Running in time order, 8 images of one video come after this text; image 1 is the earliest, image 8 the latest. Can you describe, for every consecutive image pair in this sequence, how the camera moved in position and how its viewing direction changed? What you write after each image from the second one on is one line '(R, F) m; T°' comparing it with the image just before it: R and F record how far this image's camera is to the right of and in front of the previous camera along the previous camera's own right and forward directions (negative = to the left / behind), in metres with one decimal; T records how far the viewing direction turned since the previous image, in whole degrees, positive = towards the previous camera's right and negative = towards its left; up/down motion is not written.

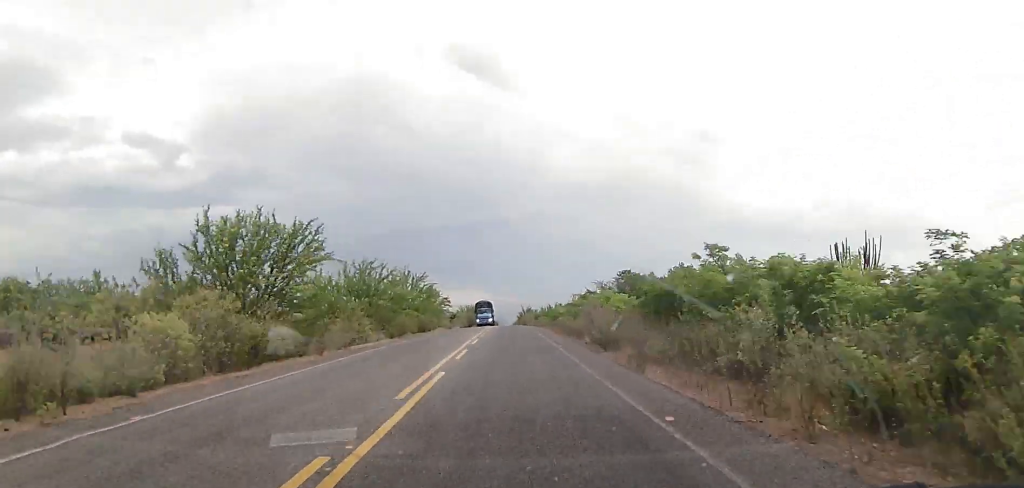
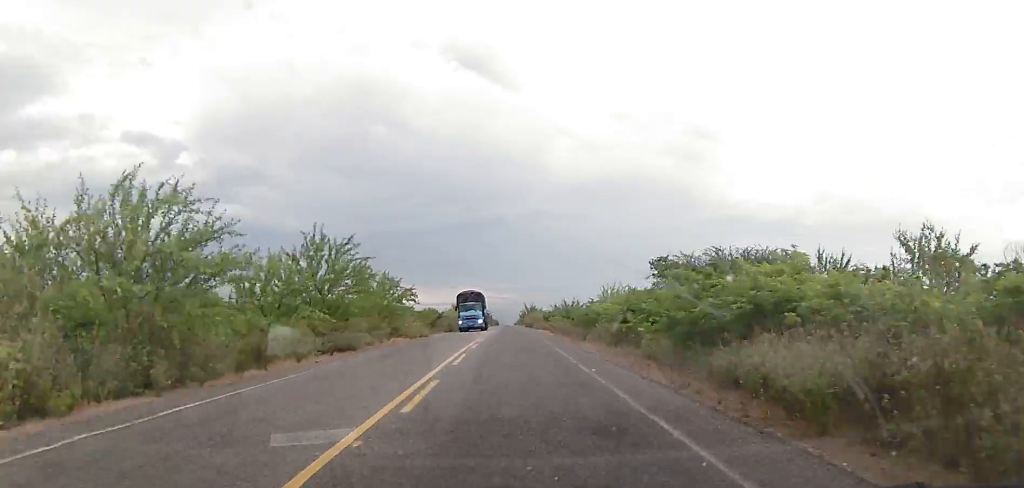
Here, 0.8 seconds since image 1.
(0.0, +24.3) m; 0°
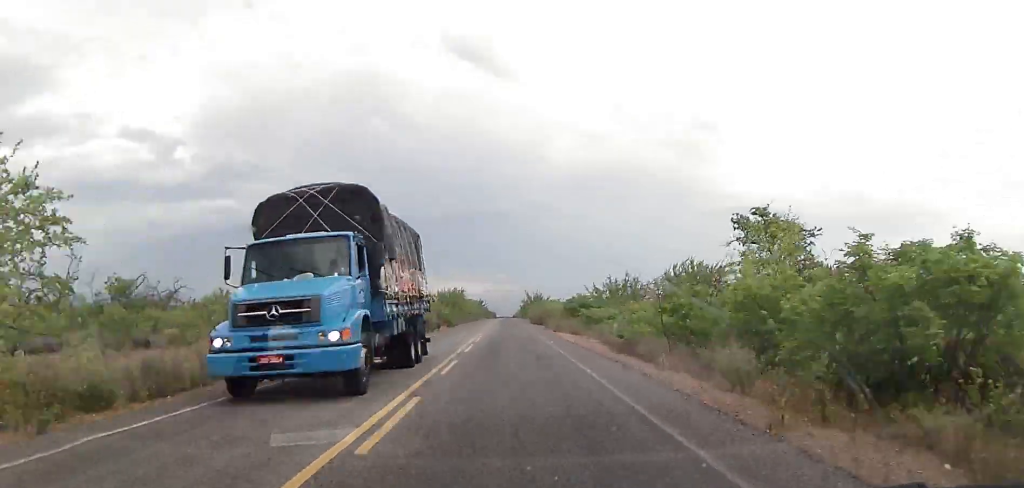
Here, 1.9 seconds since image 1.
(0.0, +33.4) m; 0°
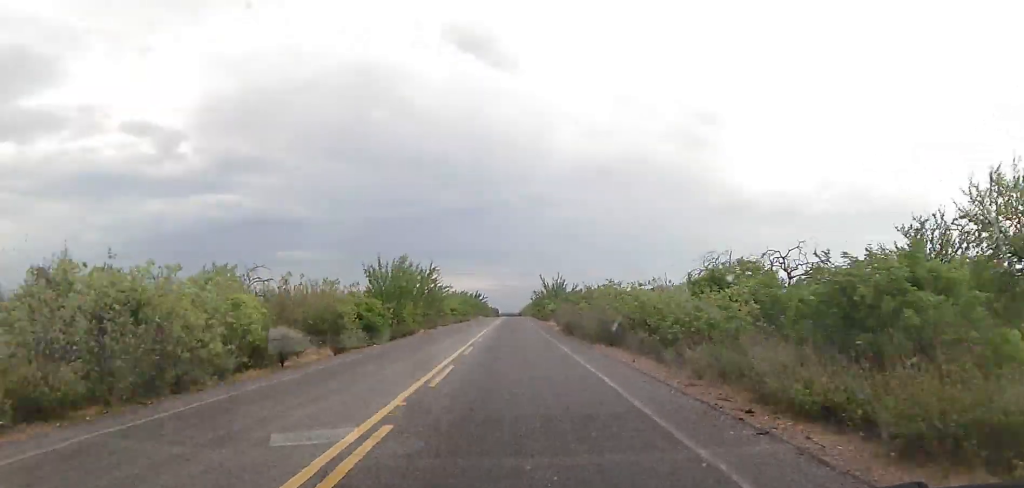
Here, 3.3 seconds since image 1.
(0.0, +41.5) m; 0°
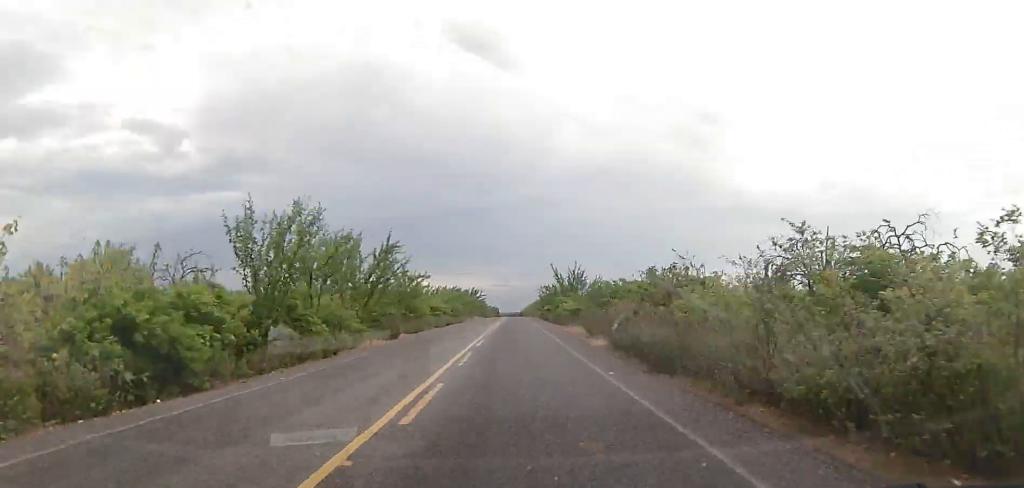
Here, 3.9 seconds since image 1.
(0.0, +19.2) m; 0°
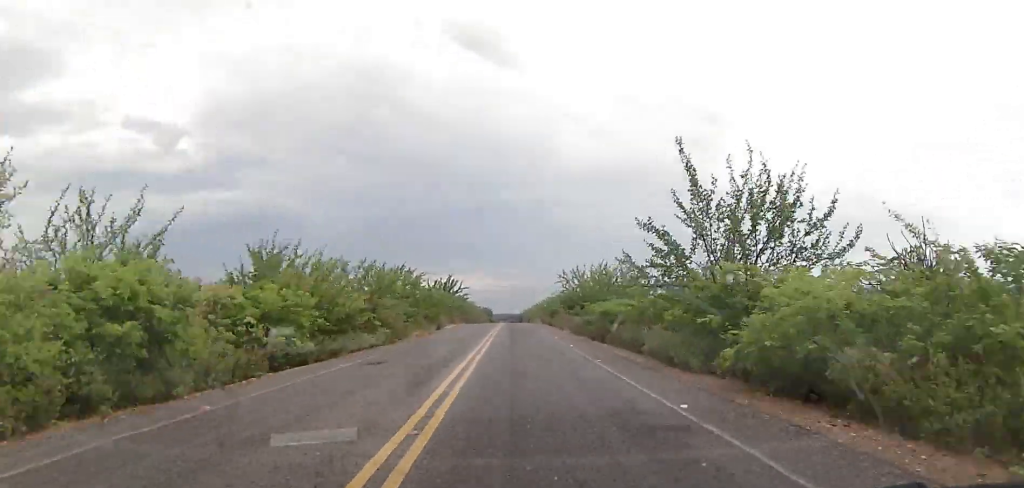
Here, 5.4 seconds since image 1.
(0.0, +45.3) m; 0°
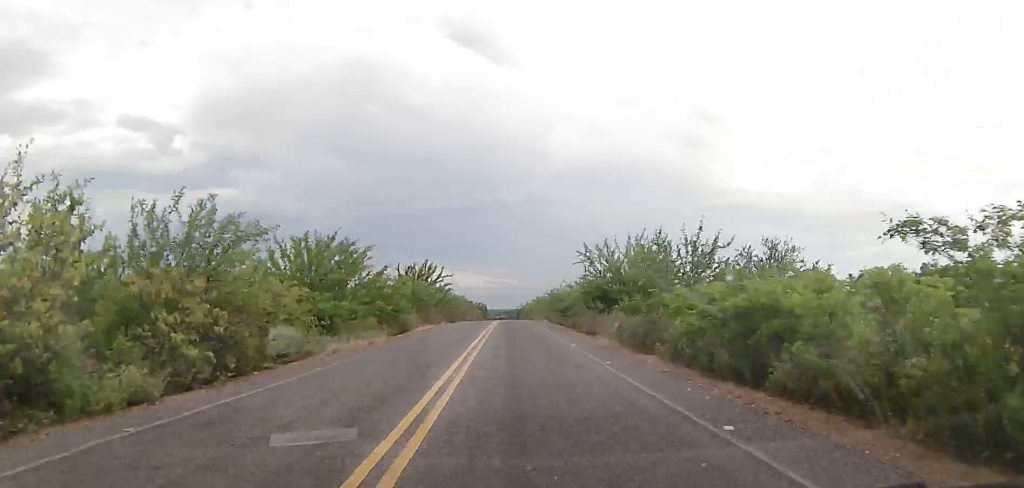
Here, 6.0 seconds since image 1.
(0.0, +18.1) m; 0°
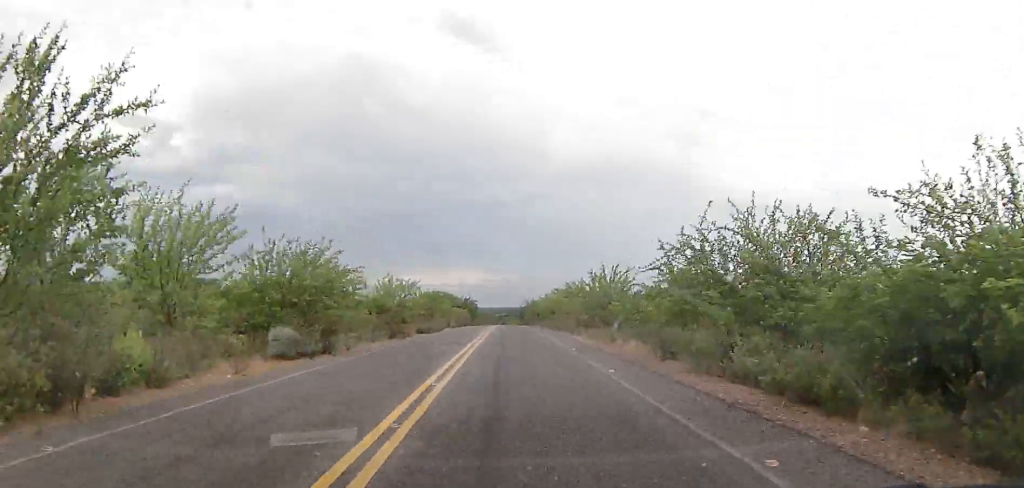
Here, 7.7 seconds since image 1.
(+0.2, +49.5) m; 0°
